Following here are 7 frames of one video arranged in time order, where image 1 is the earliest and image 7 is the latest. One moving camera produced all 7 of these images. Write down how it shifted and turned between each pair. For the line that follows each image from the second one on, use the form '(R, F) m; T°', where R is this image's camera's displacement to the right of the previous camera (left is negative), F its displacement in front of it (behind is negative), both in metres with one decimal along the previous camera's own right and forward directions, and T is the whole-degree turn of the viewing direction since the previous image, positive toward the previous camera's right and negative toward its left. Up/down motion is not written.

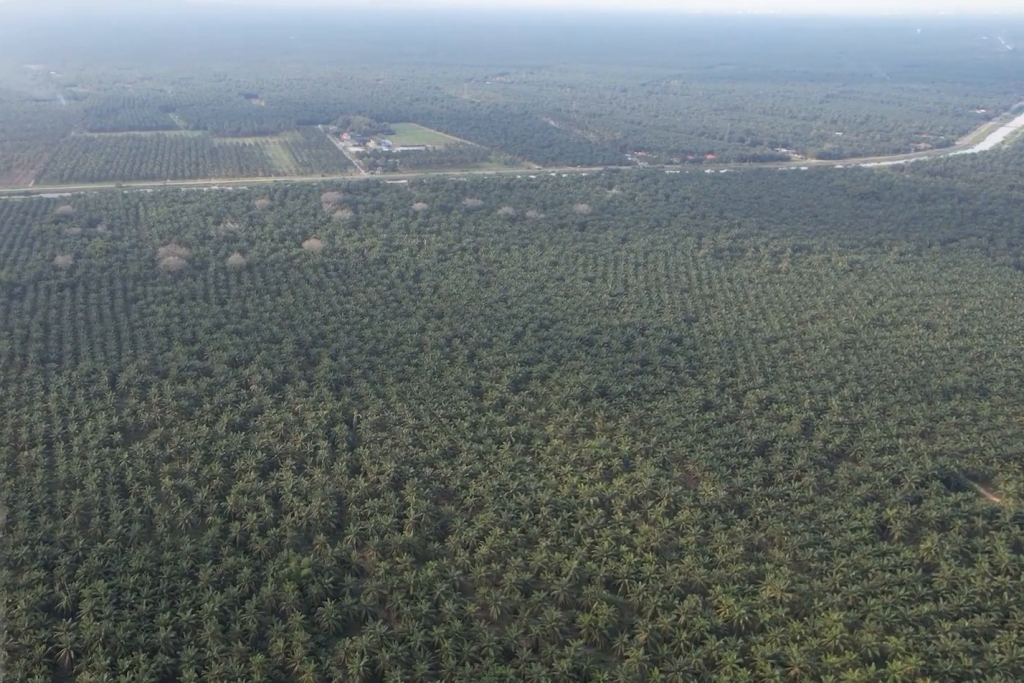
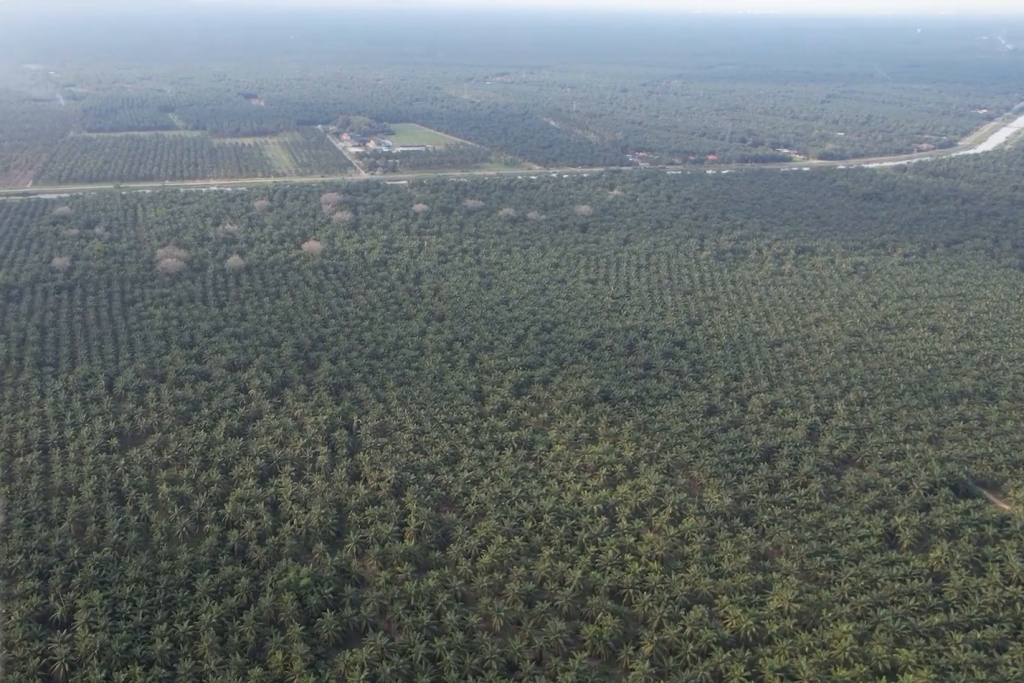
(0.0, +6.3) m; 0°
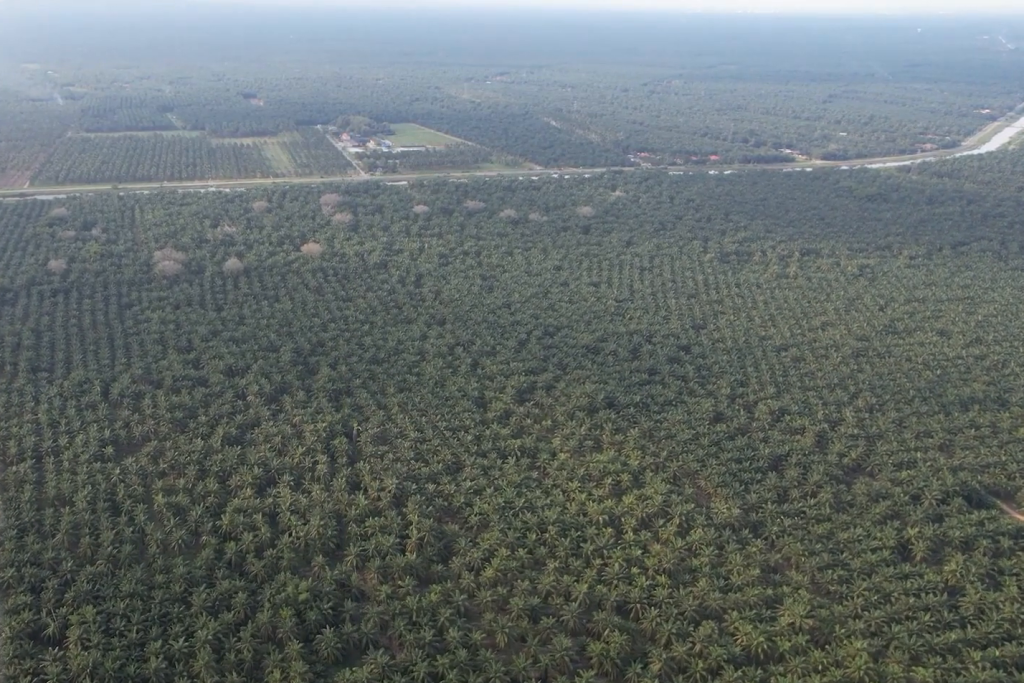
(0.0, +9.0) m; 0°
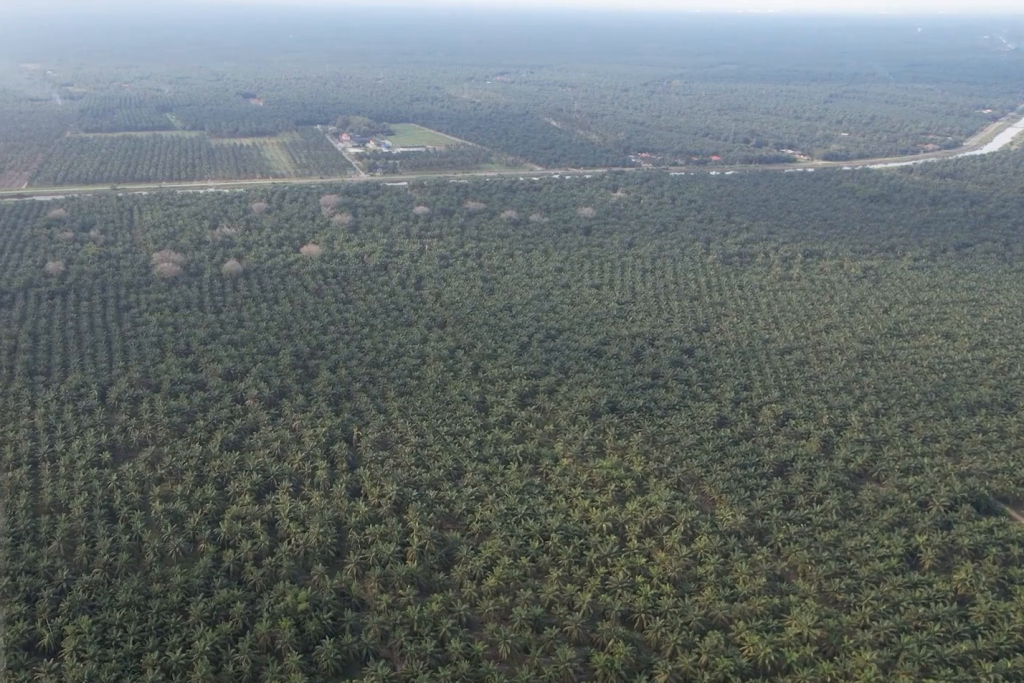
(0.0, +6.0) m; 0°
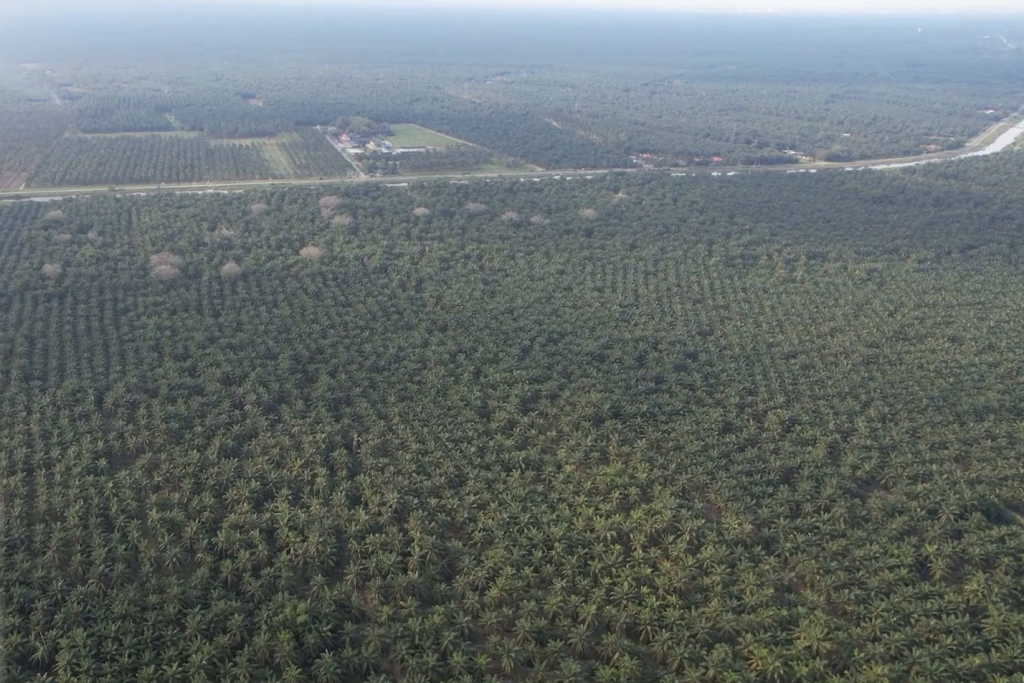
(0.0, +6.7) m; 0°
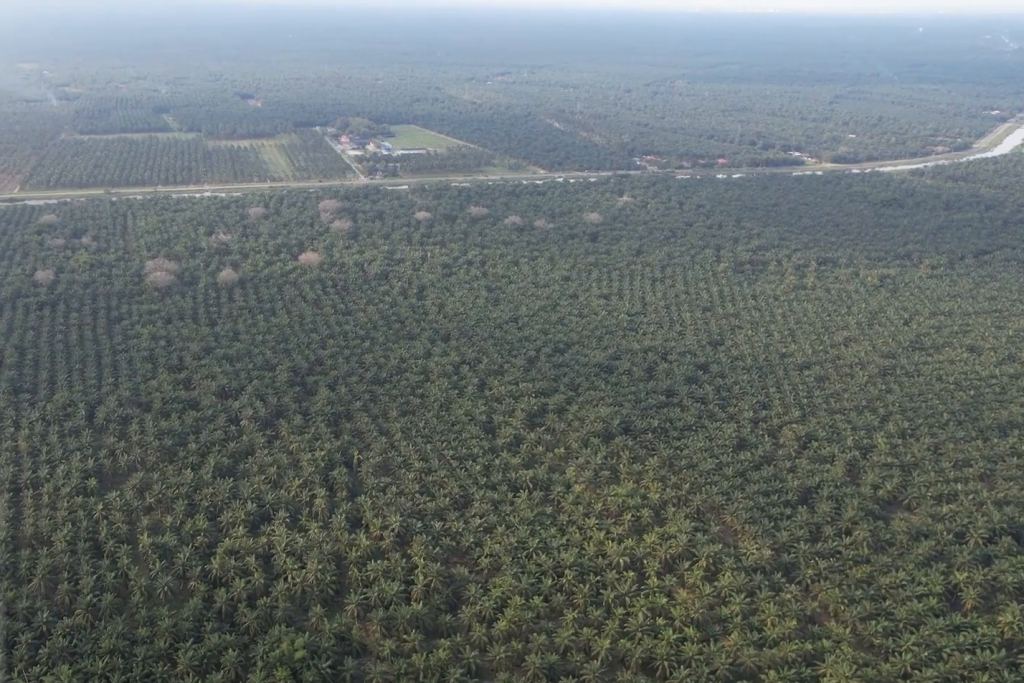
(0.0, +17.8) m; 0°
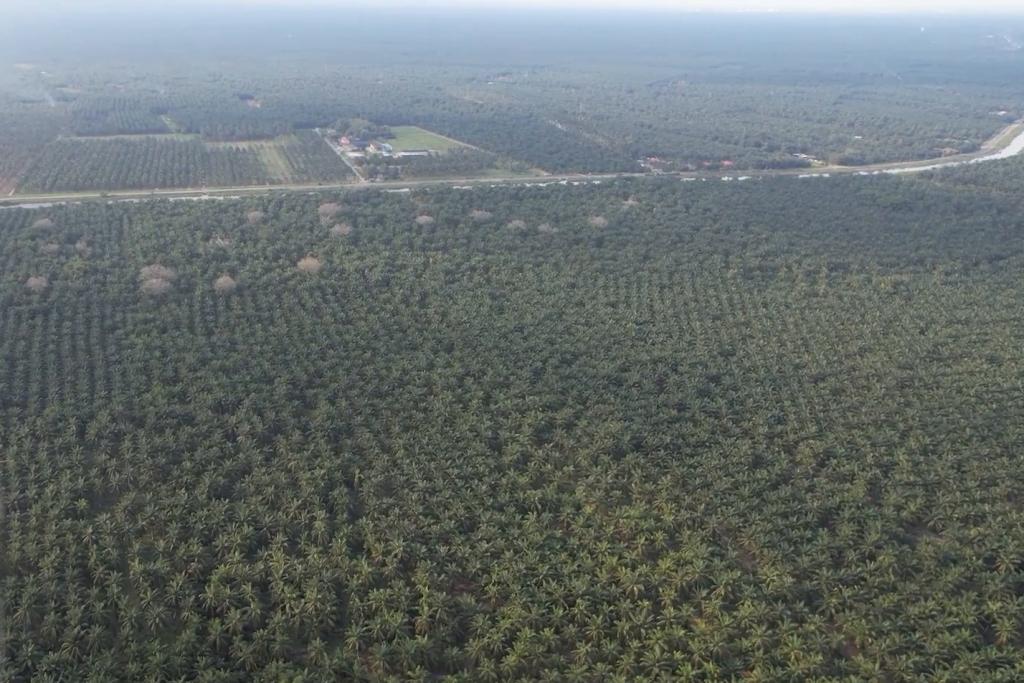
(0.0, +18.5) m; 0°
